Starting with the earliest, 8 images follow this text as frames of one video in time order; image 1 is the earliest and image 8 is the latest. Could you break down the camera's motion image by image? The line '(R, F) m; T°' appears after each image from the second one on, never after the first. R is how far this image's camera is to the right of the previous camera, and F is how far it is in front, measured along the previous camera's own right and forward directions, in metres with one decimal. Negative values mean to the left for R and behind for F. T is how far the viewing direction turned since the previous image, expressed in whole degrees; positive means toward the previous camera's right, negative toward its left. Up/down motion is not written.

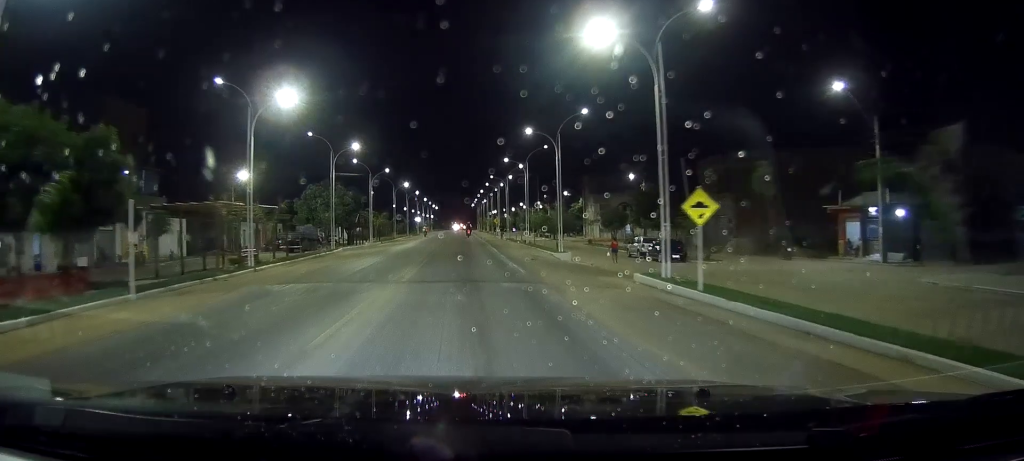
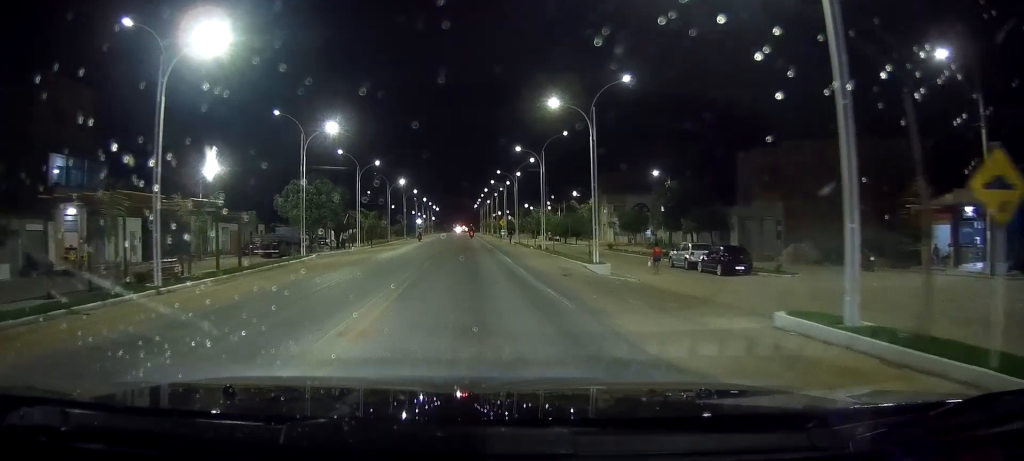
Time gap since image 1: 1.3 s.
(+0.1, +10.0) m; +1°
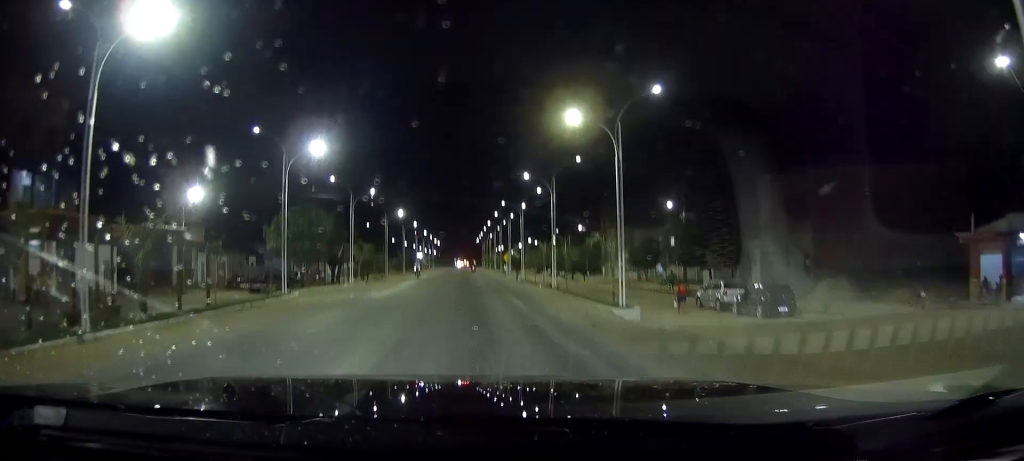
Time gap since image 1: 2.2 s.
(0.0, +5.5) m; +1°
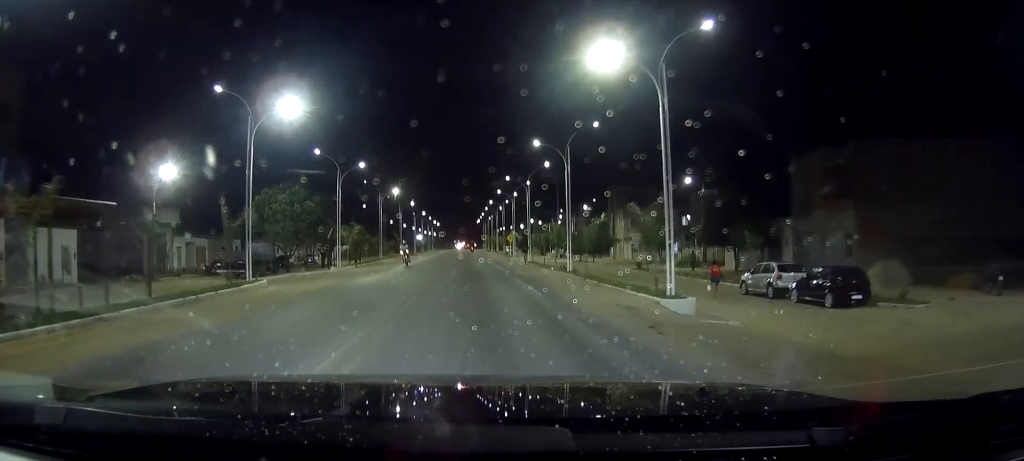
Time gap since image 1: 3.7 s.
(+0.1, +6.5) m; +1°
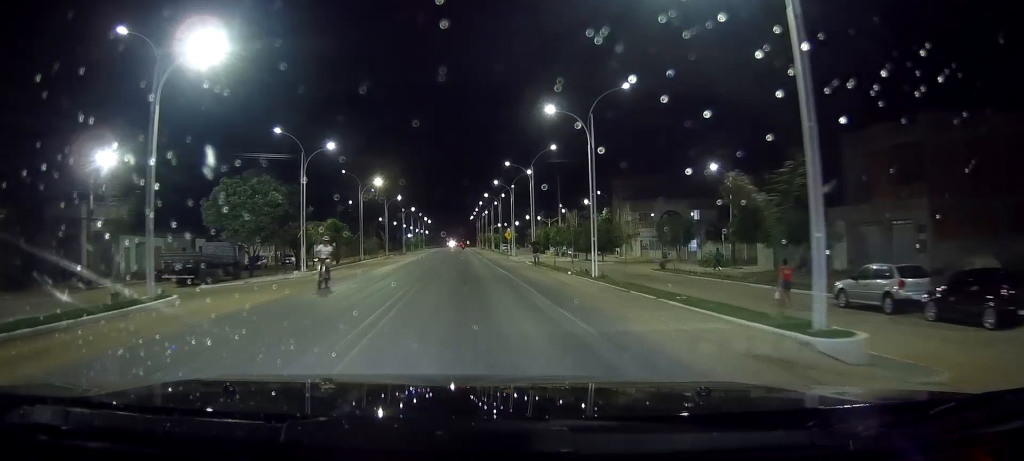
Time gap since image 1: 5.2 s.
(+0.1, +8.3) m; 0°
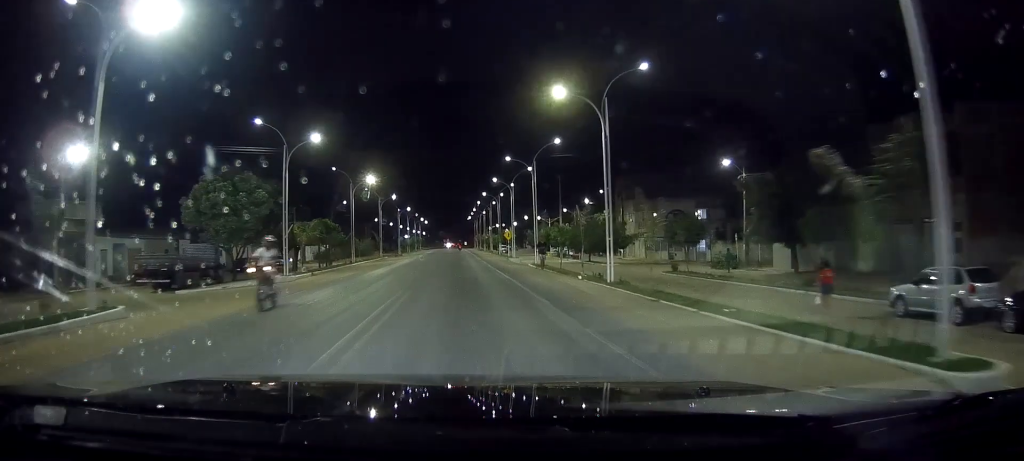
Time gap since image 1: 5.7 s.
(0.0, +3.4) m; -1°
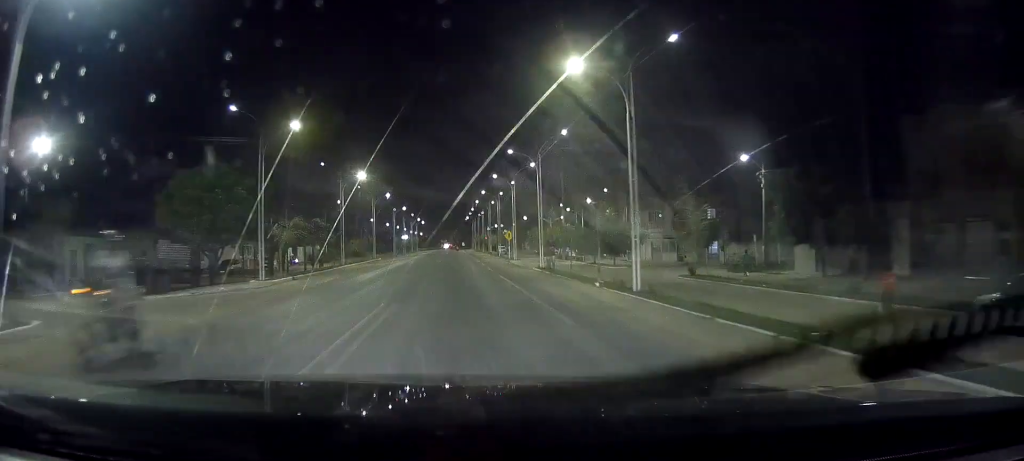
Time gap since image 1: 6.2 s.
(0.0, +3.6) m; -1°
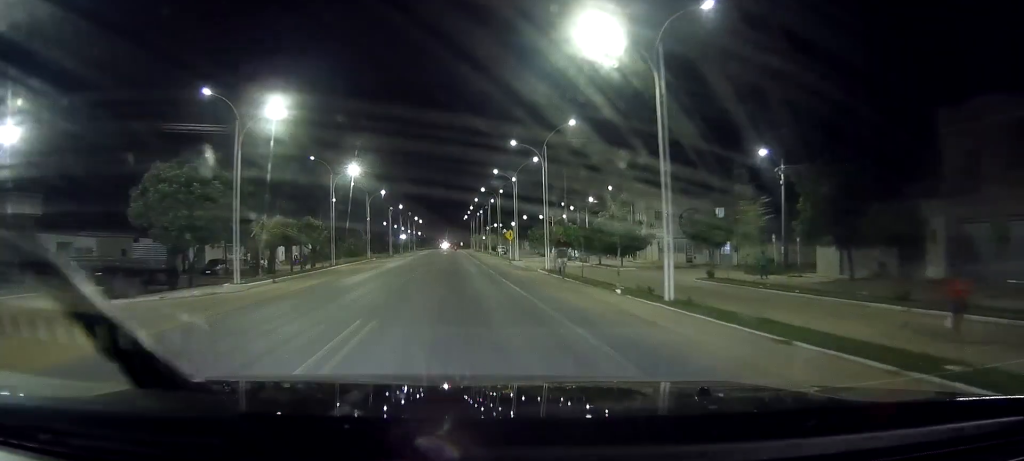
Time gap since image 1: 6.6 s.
(-0.1, +3.4) m; -1°
